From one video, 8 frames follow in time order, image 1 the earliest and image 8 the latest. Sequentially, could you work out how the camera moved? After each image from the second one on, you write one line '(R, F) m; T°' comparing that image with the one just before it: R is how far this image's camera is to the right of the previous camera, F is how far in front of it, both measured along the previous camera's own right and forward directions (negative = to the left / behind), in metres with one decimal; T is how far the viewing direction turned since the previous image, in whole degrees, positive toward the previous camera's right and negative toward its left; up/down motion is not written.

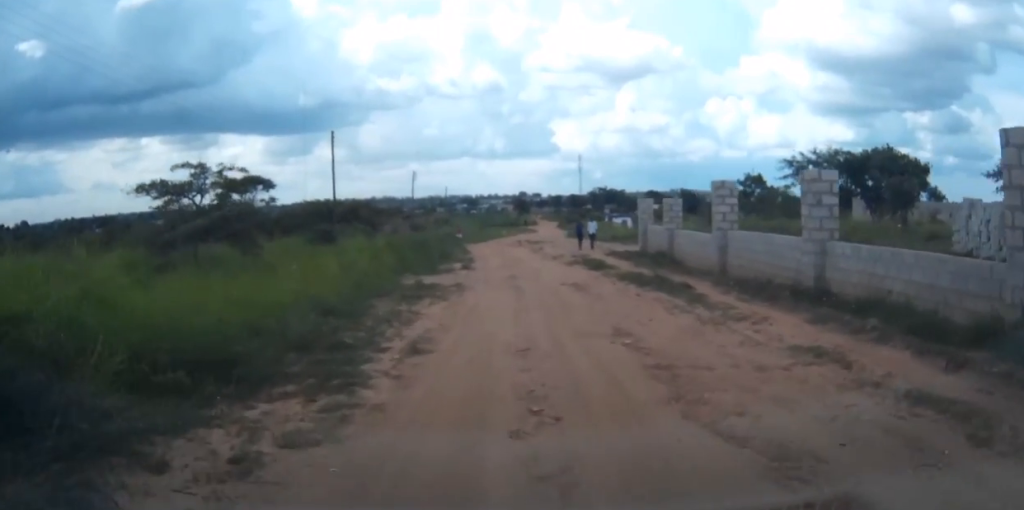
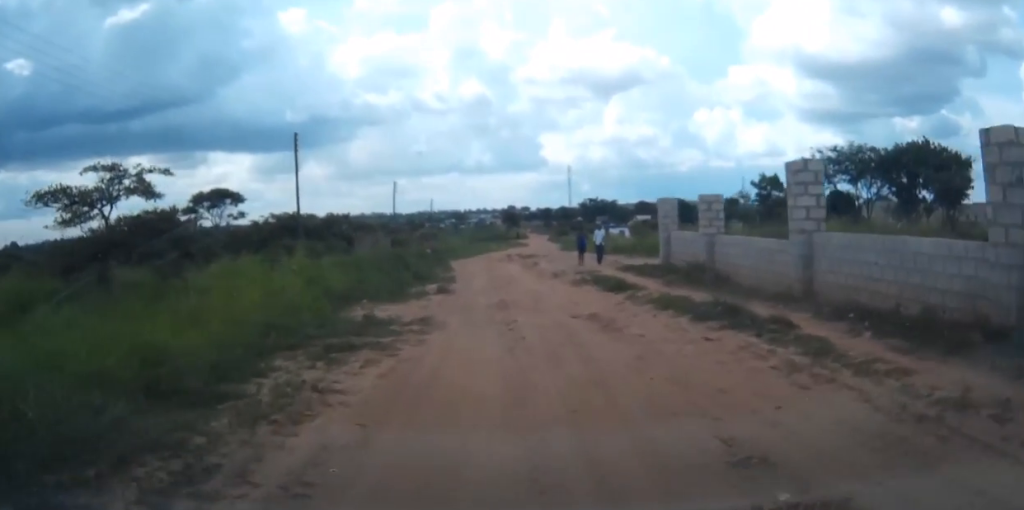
(+0.2, +6.2) m; +2°
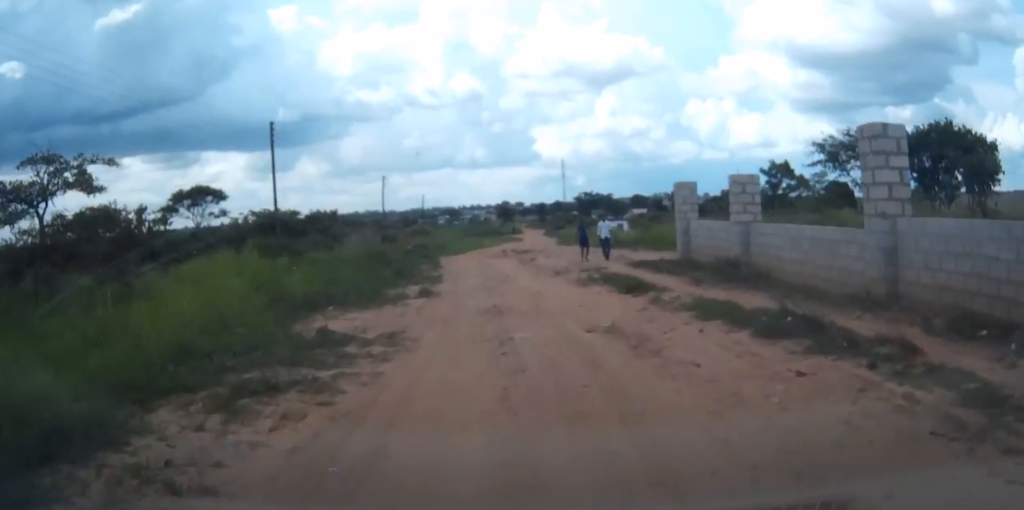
(+0.1, +3.4) m; -1°
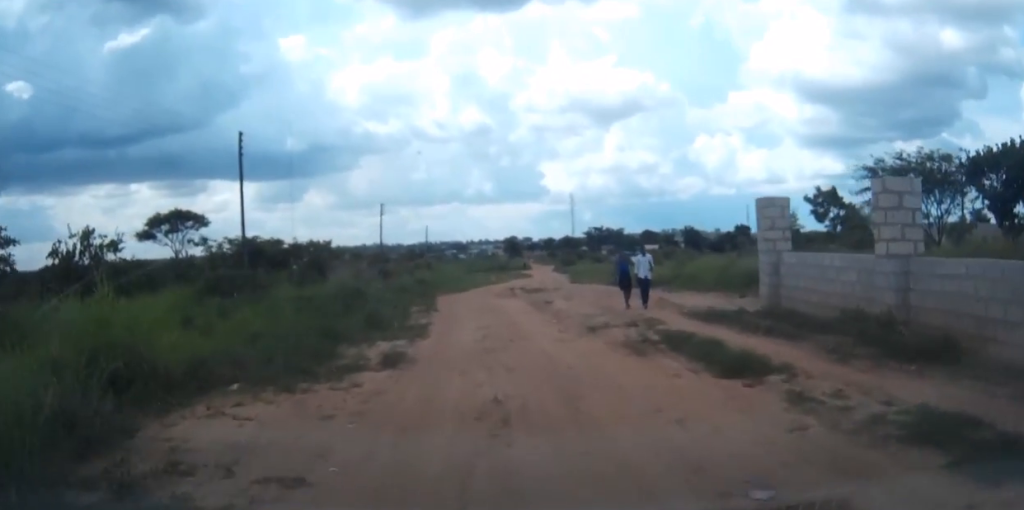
(-0.2, +7.1) m; -1°
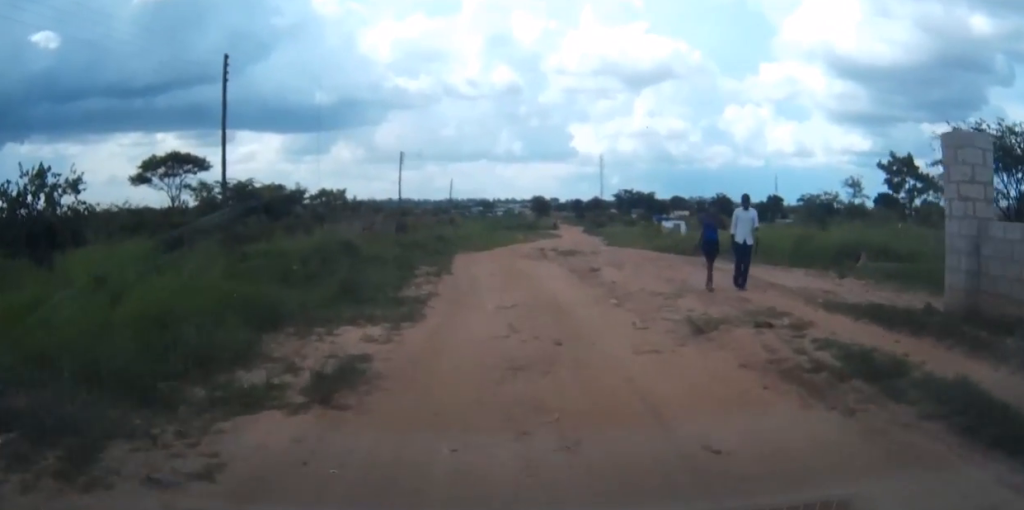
(0.0, +6.3) m; -1°
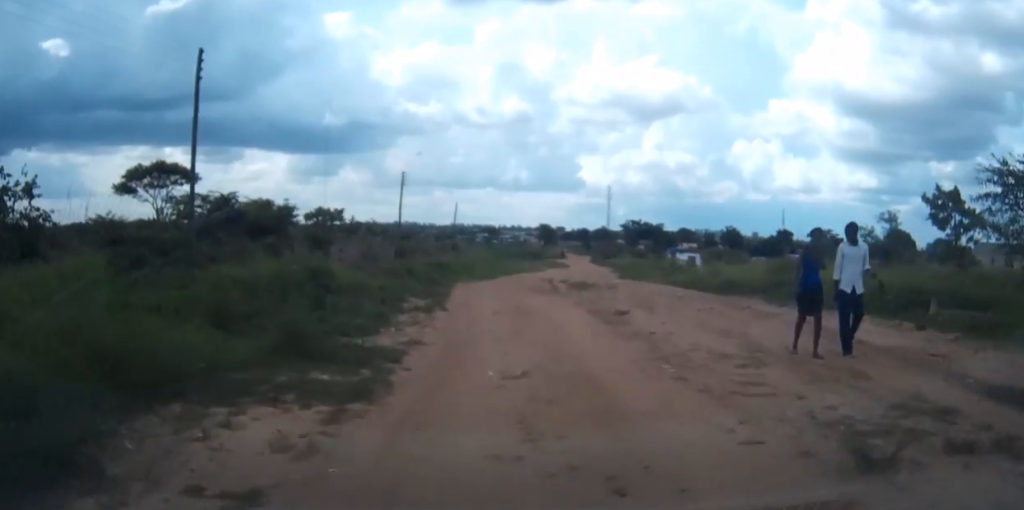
(-0.1, +4.0) m; -1°
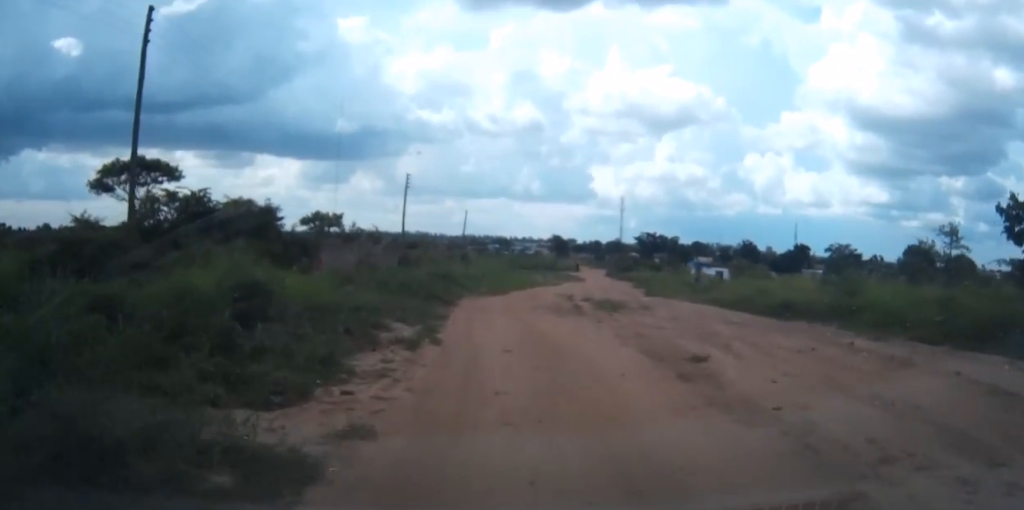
(+0.1, +5.5) m; 0°
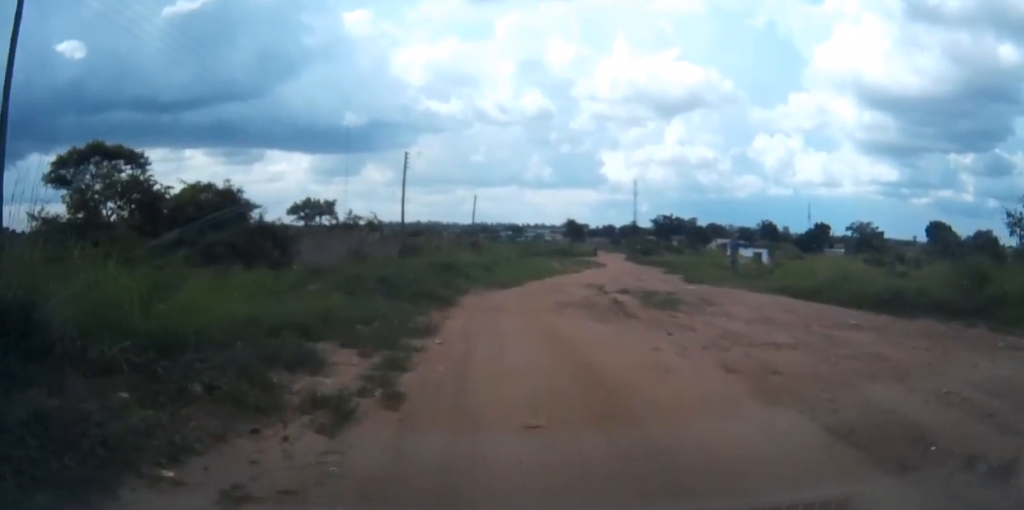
(-0.2, +6.9) m; -2°
